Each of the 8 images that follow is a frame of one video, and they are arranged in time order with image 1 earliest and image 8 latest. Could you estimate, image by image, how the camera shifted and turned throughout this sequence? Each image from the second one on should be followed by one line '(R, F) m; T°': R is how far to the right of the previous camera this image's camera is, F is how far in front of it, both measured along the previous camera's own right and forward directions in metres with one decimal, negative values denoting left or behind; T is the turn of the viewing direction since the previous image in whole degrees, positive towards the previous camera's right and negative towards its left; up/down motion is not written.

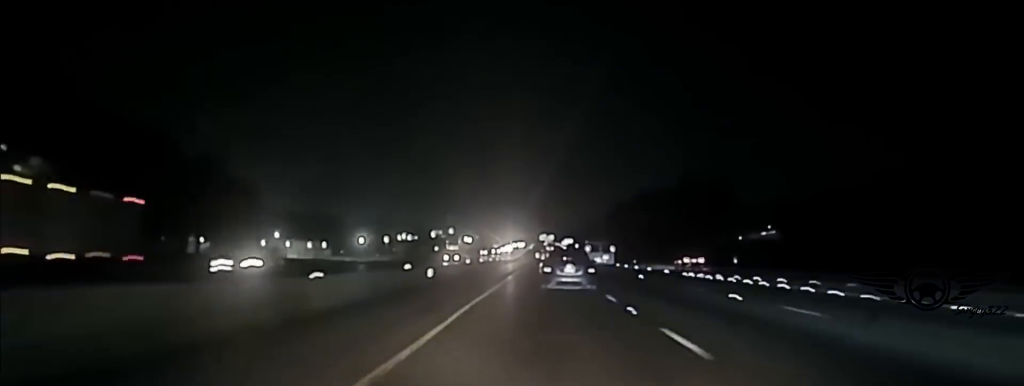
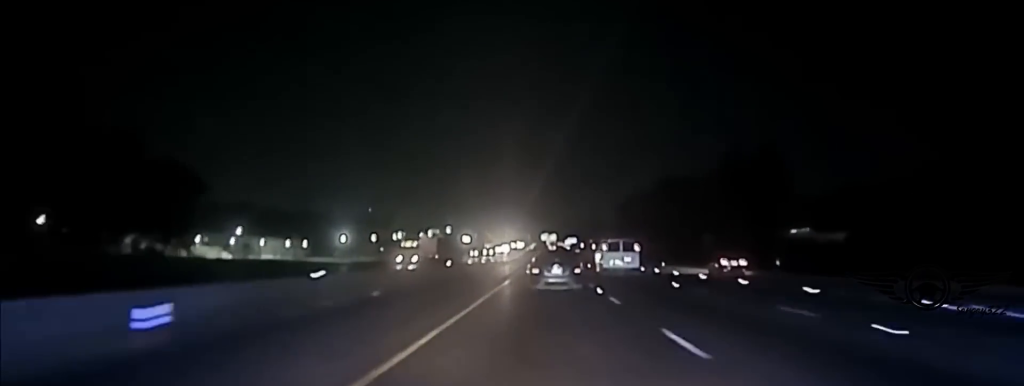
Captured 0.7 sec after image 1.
(+0.3, +31.5) m; 0°
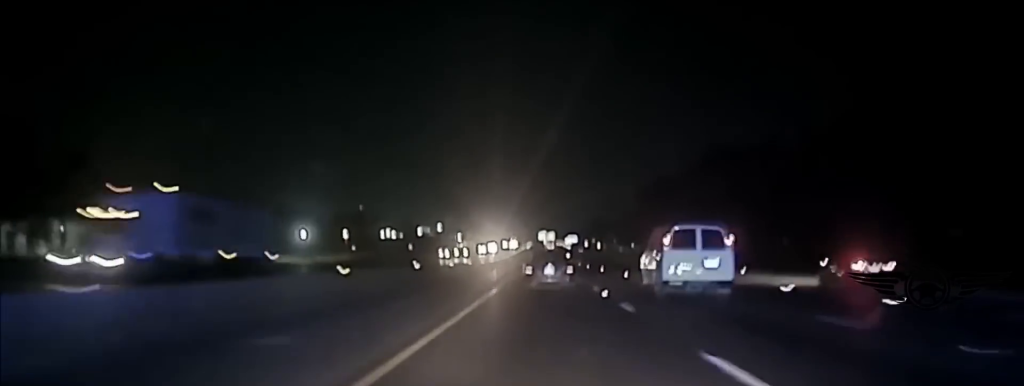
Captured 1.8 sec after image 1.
(-0.2, +48.0) m; 0°
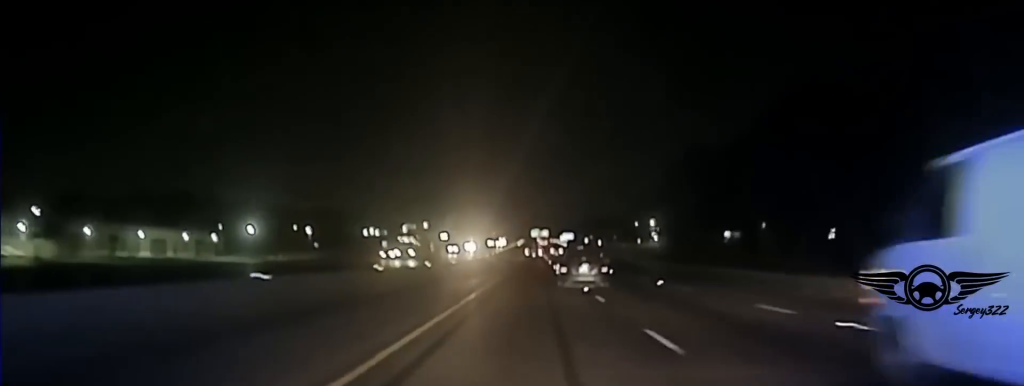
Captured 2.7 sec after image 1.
(+0.2, +37.7) m; +1°
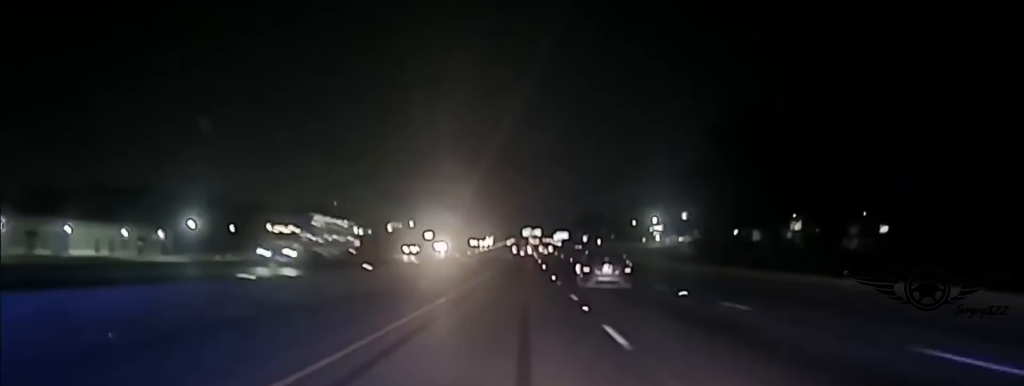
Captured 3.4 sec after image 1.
(+0.4, +35.0) m; +1°
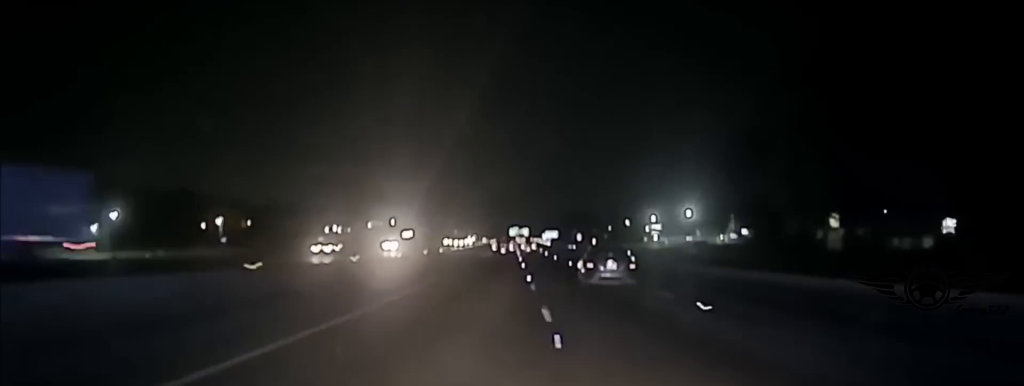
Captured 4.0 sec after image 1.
(+0.2, +33.7) m; +1°
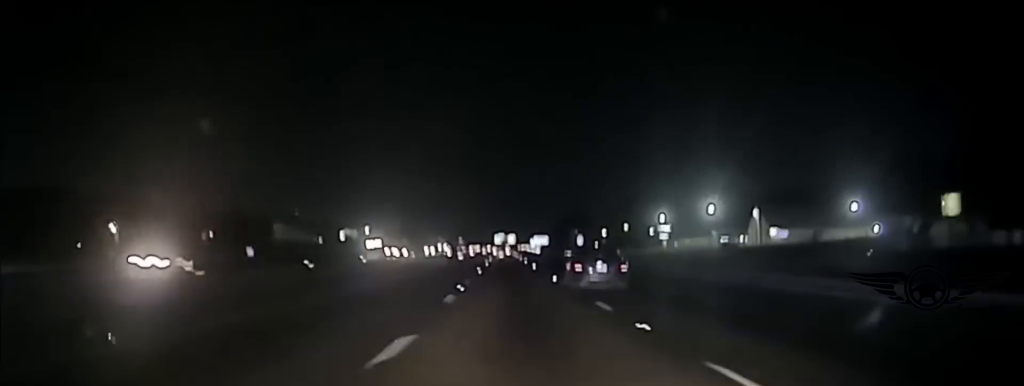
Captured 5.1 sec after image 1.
(+0.4, +62.6) m; 0°
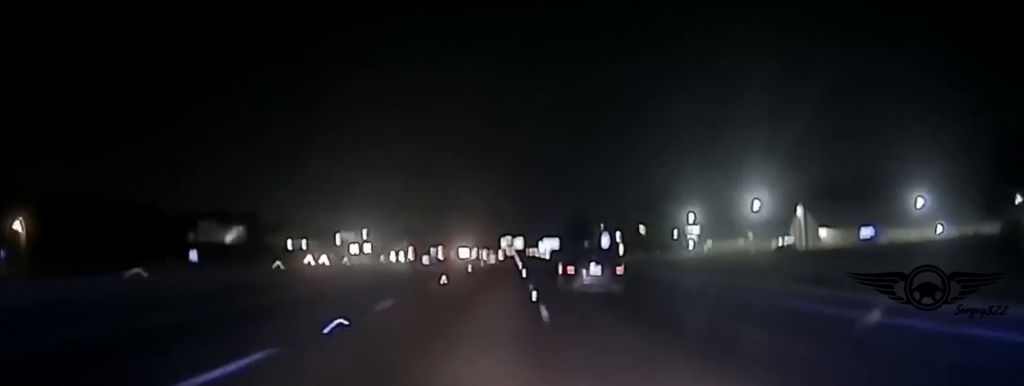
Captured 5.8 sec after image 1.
(+0.2, +43.8) m; 0°
